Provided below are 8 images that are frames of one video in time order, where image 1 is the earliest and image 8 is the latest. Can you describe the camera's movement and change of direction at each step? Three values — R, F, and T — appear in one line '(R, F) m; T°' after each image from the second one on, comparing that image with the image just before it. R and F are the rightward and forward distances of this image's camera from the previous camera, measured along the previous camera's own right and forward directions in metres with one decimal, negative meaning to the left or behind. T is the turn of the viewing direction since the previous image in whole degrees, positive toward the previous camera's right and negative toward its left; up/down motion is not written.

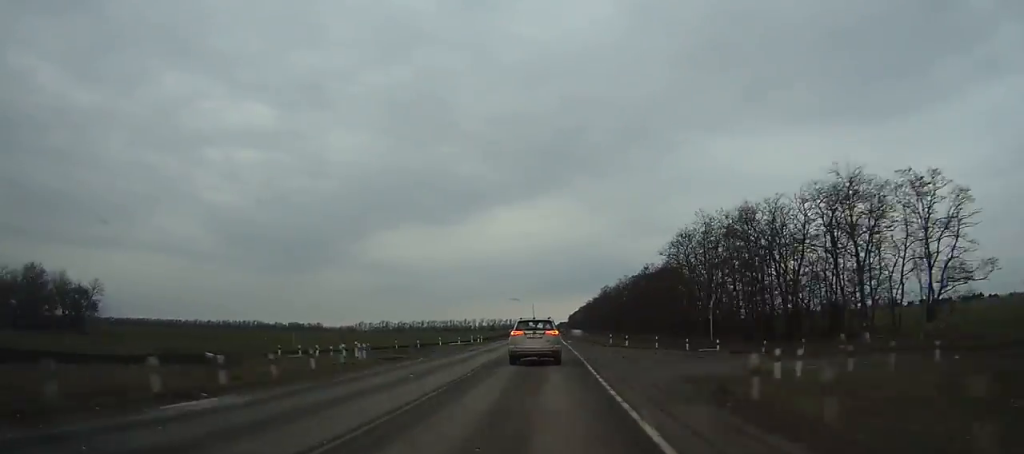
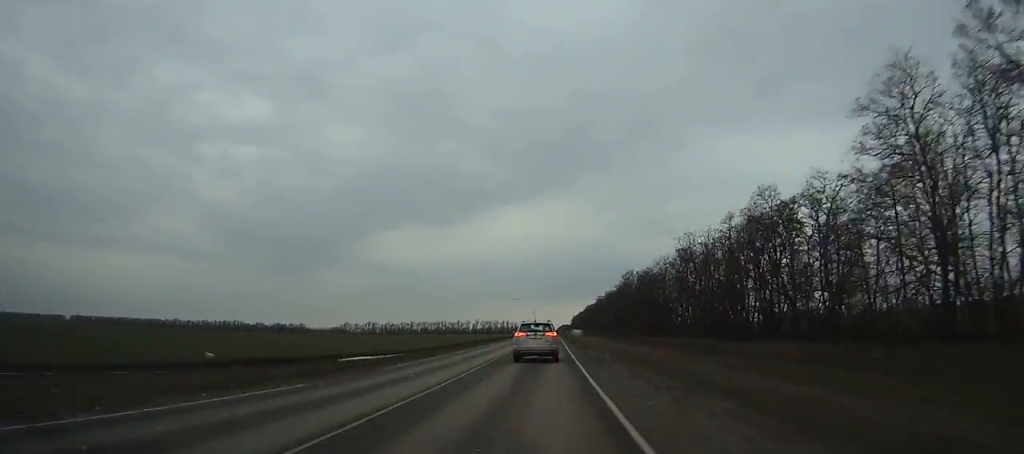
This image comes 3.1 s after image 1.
(0.0, +63.1) m; 0°
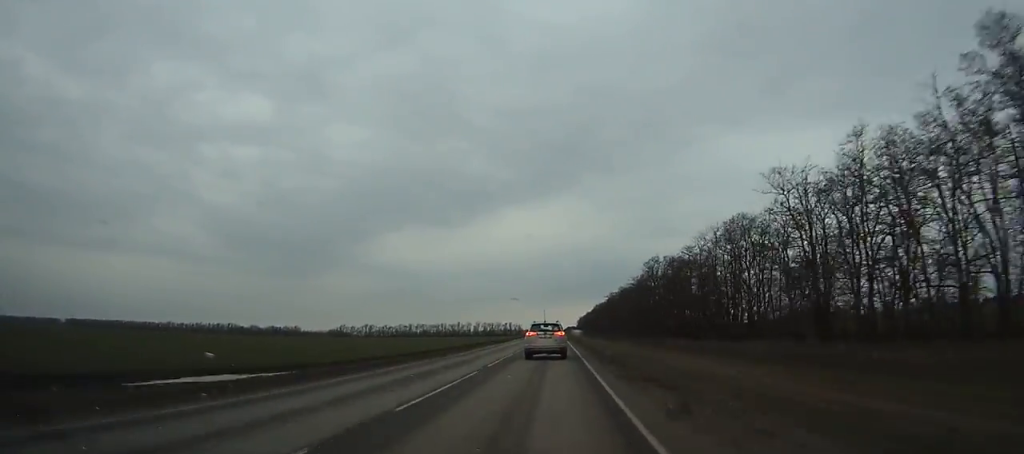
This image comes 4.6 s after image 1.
(0.0, +30.9) m; 0°
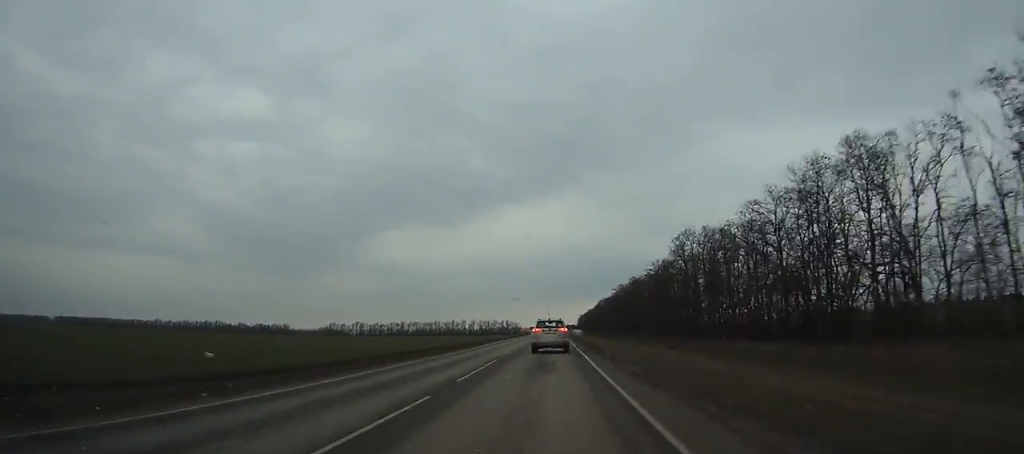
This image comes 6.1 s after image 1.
(+0.1, +31.0) m; 0°
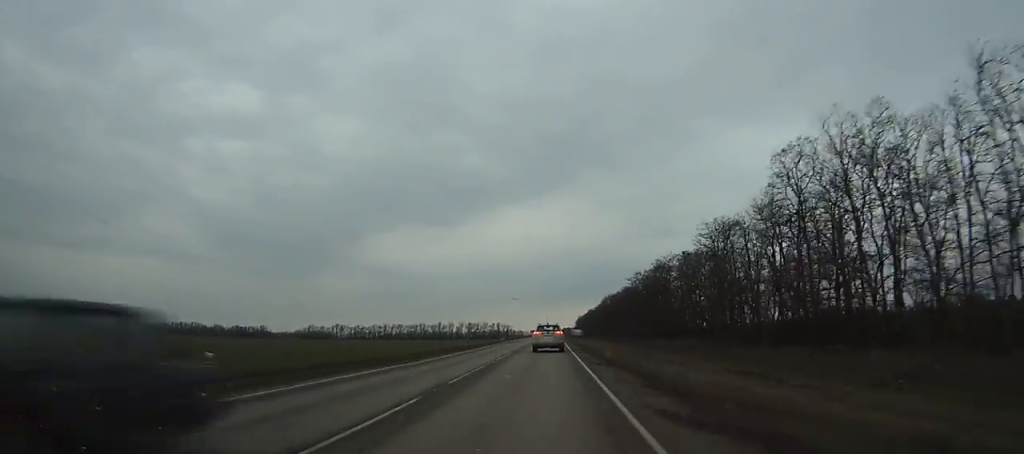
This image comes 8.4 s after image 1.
(-0.1, +48.2) m; 0°
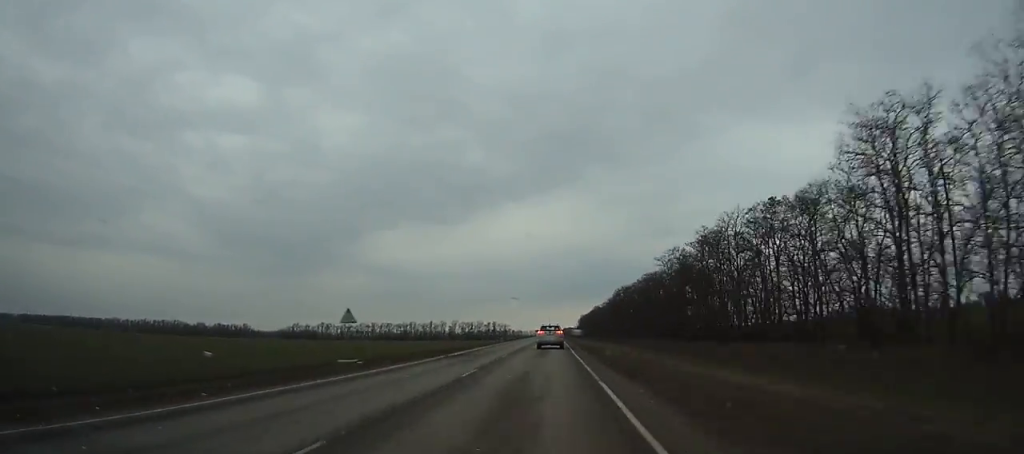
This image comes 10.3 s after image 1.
(+0.1, +40.4) m; 0°
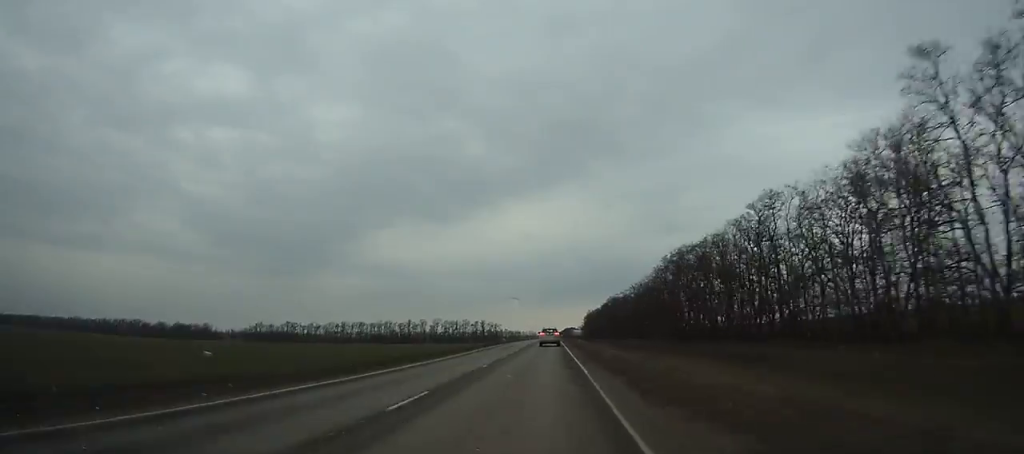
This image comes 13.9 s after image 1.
(-0.1, +78.5) m; 0°
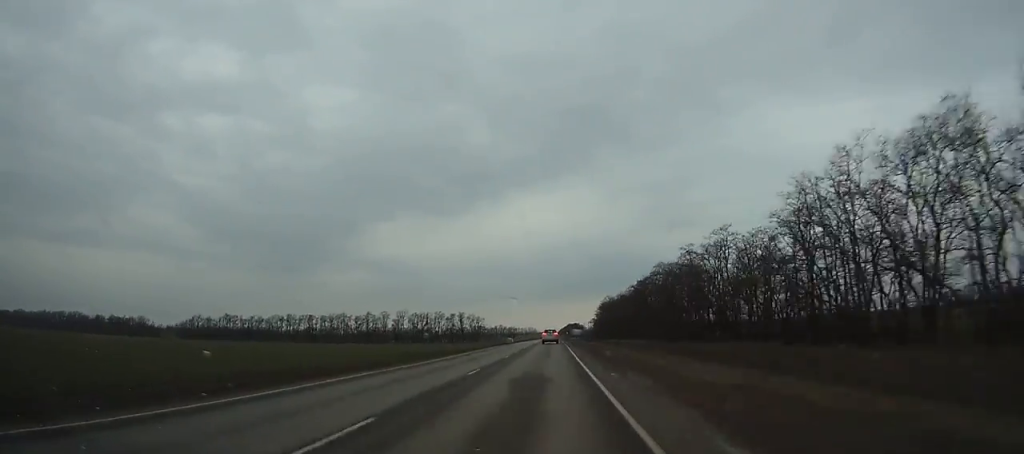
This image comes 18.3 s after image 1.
(-0.2, +99.1) m; 0°
